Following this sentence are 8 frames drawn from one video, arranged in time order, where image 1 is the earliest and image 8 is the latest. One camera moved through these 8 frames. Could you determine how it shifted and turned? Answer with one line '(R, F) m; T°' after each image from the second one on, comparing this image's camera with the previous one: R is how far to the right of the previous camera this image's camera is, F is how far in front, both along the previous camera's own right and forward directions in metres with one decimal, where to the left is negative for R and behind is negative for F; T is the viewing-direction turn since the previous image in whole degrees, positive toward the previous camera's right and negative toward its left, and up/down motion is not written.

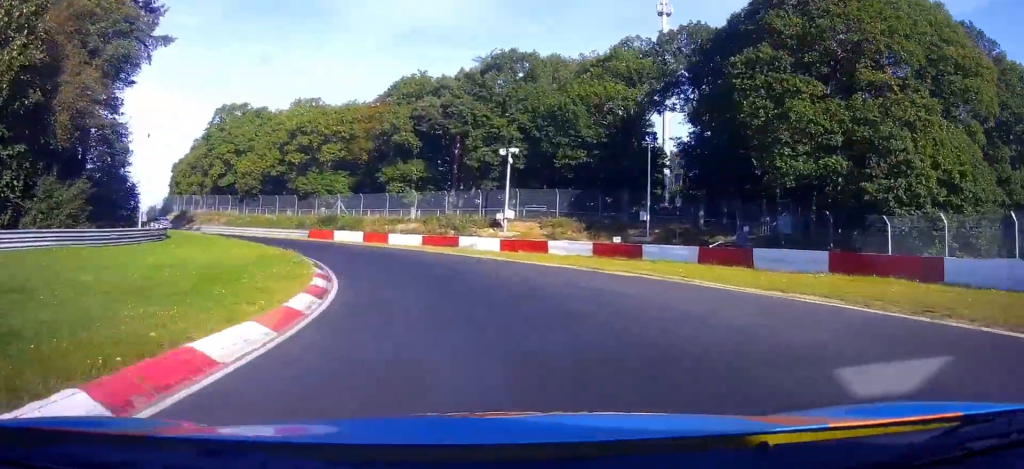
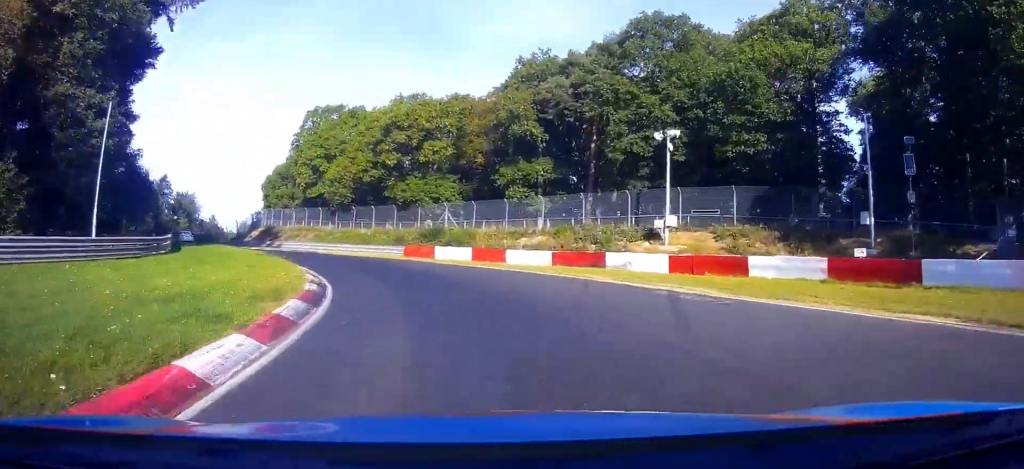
(-0.5, +17.6) m; -4°
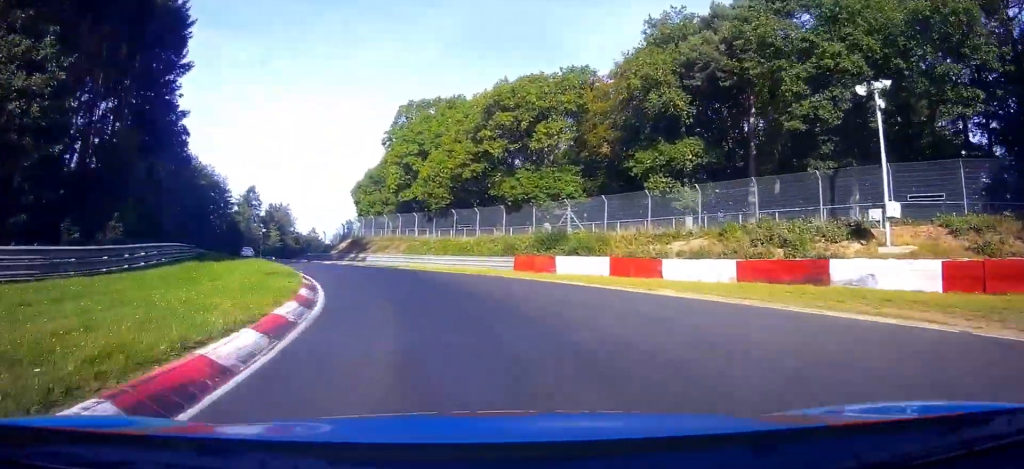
(-0.7, +15.1) m; -3°
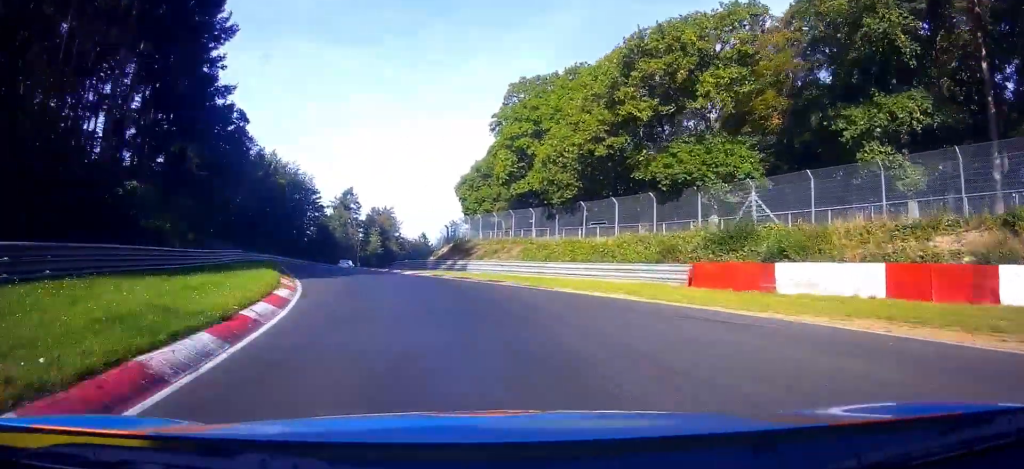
(-0.4, +16.9) m; -3°
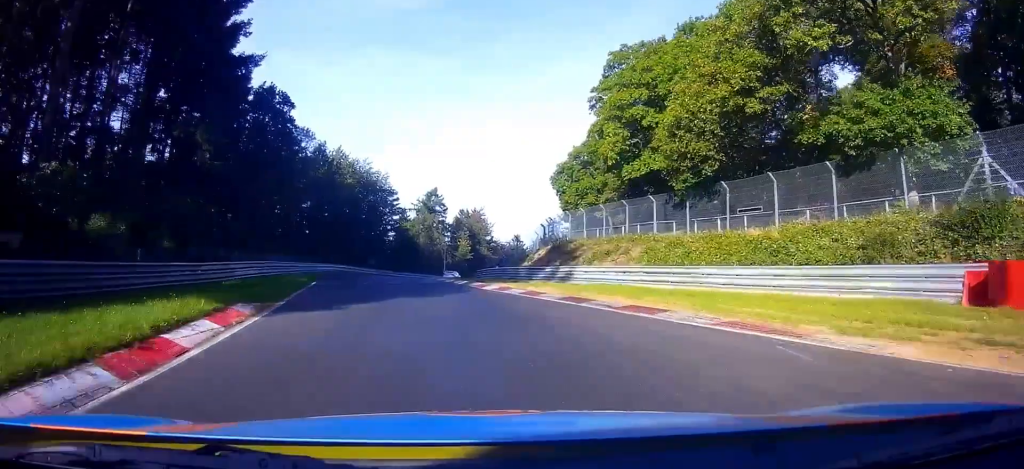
(-0.2, +13.0) m; -2°
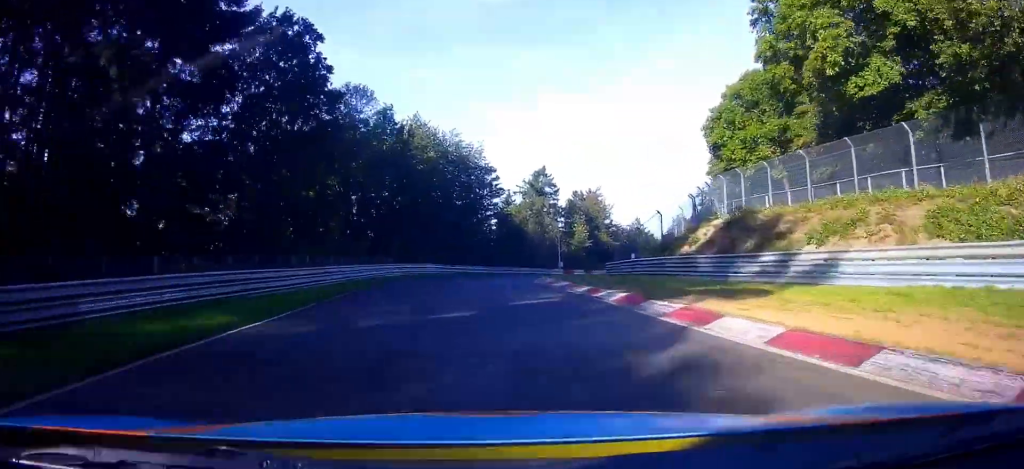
(-0.6, +19.2) m; -4°
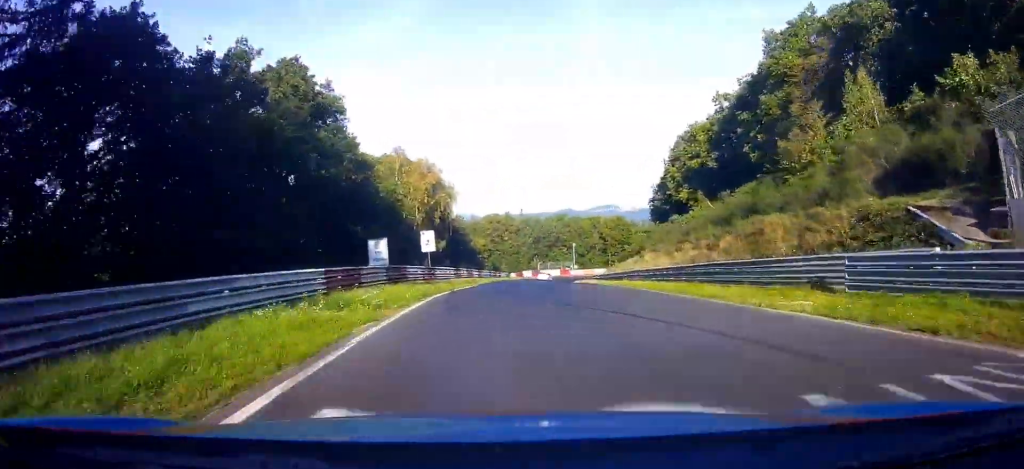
(-33.4, +98.2) m; -37°
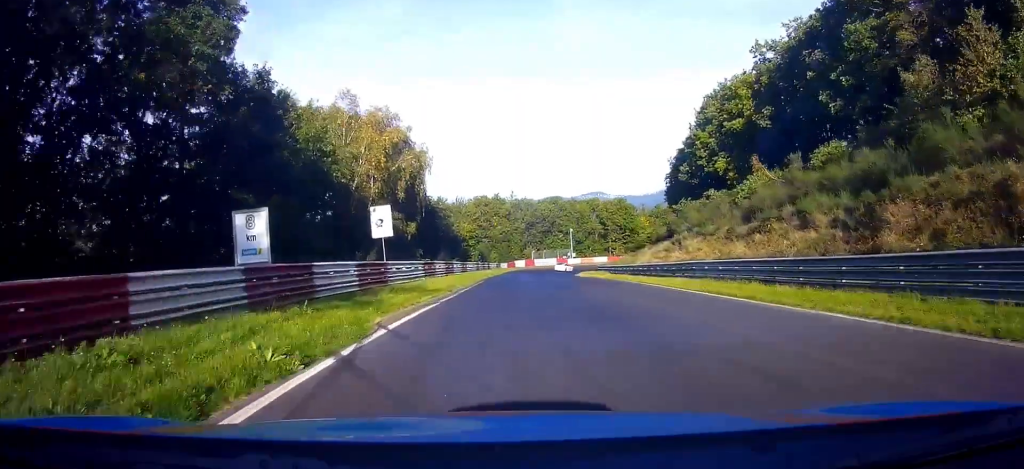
(-0.6, +13.2) m; -2°
